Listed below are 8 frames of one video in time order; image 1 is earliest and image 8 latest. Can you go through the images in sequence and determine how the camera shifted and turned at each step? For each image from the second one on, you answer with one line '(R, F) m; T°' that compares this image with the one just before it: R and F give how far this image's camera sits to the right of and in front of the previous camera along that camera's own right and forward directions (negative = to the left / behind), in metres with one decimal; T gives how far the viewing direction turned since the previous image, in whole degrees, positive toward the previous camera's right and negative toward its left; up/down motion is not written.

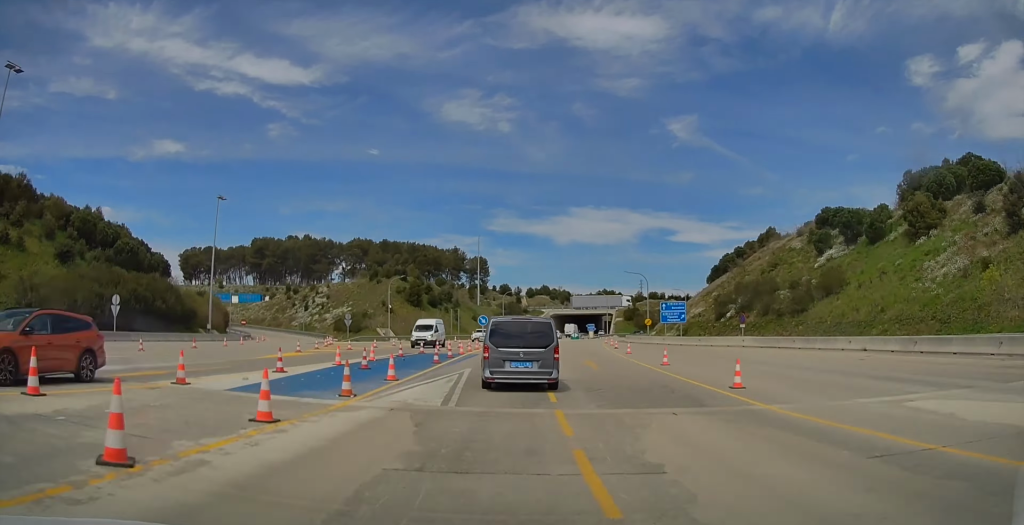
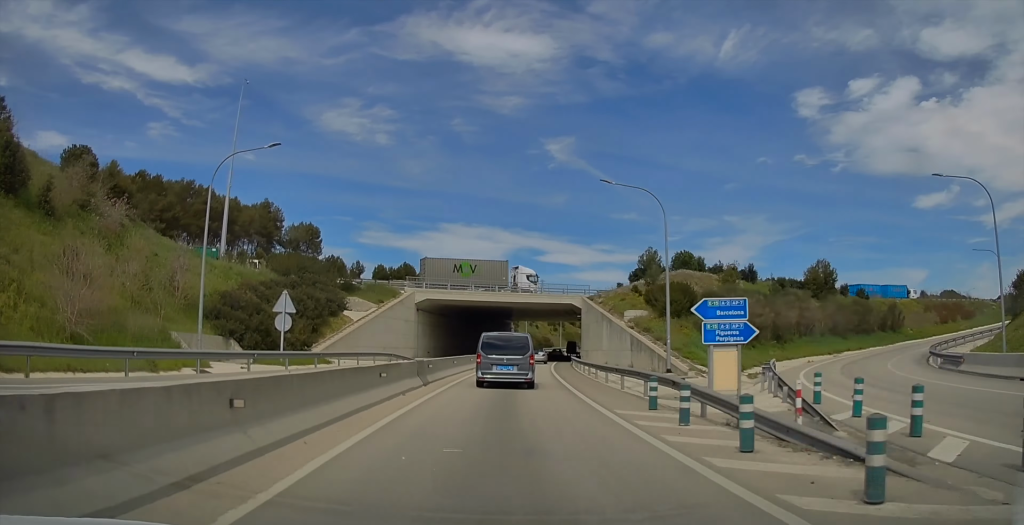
(+8.0, +92.4) m; +13°
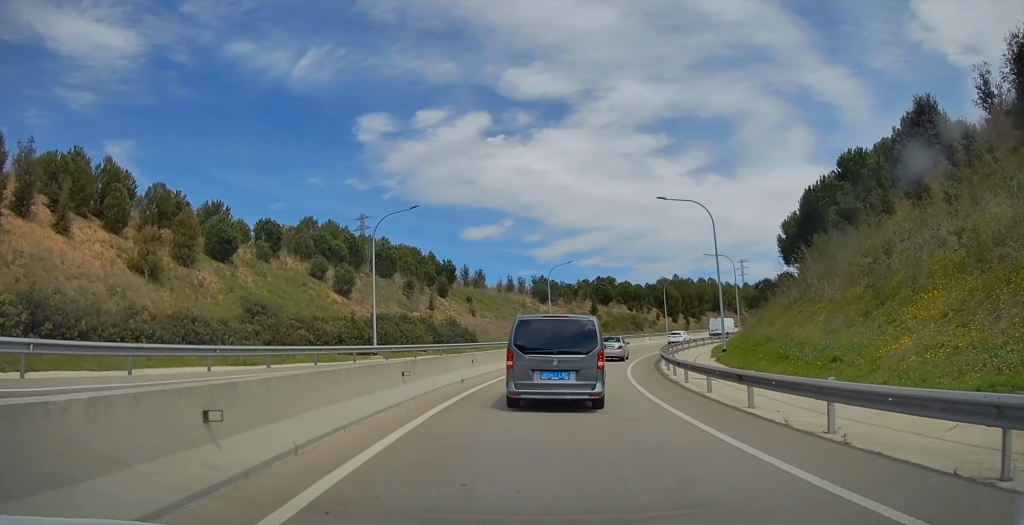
(+62.1, +219.6) m; +43°
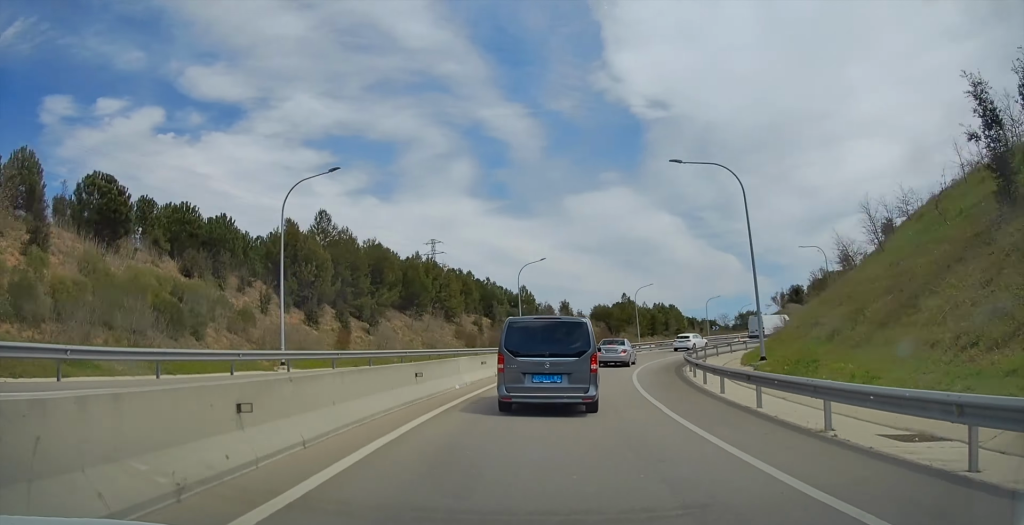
(+27.0, +48.6) m; +44°
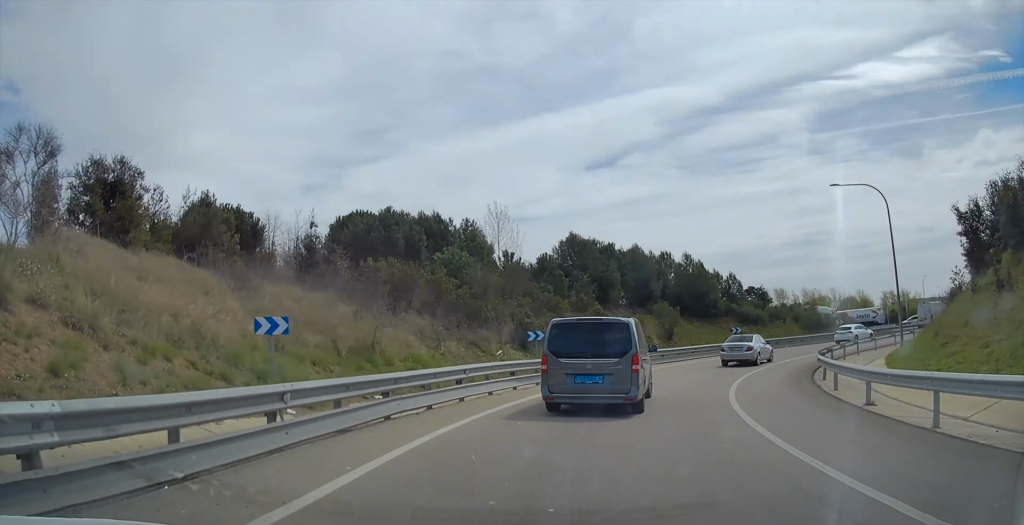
(+37.7, +52.3) m; +78°
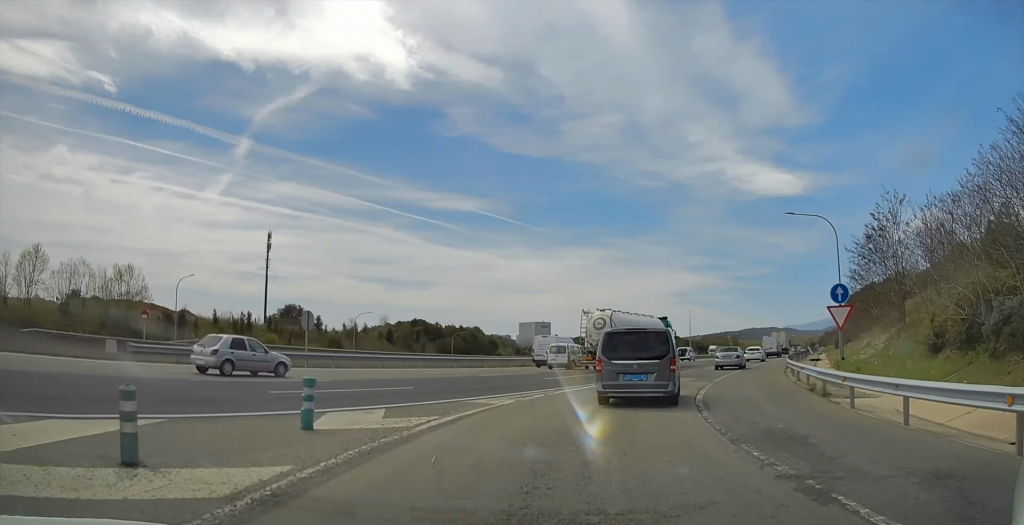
(+46.9, +52.4) m; +54°
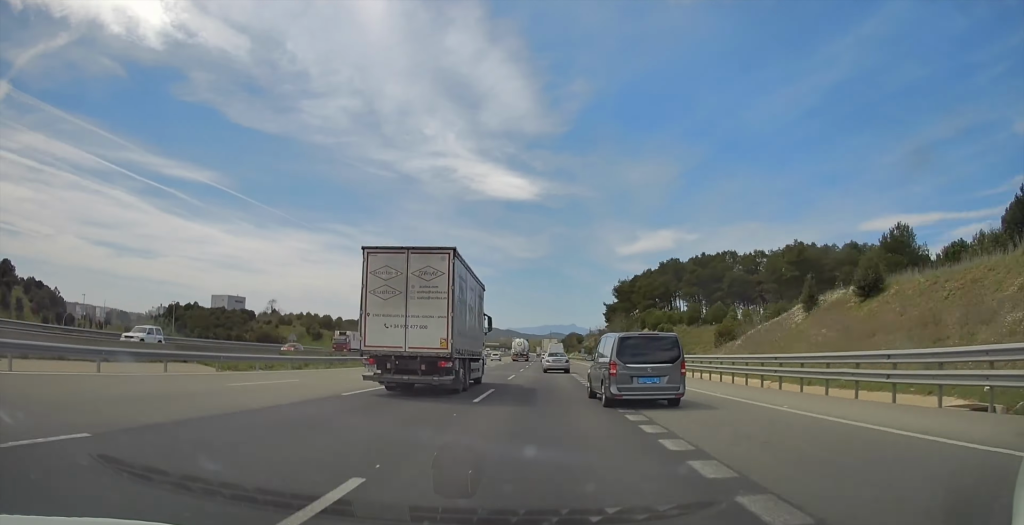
(+38.8, +125.0) m; +19°
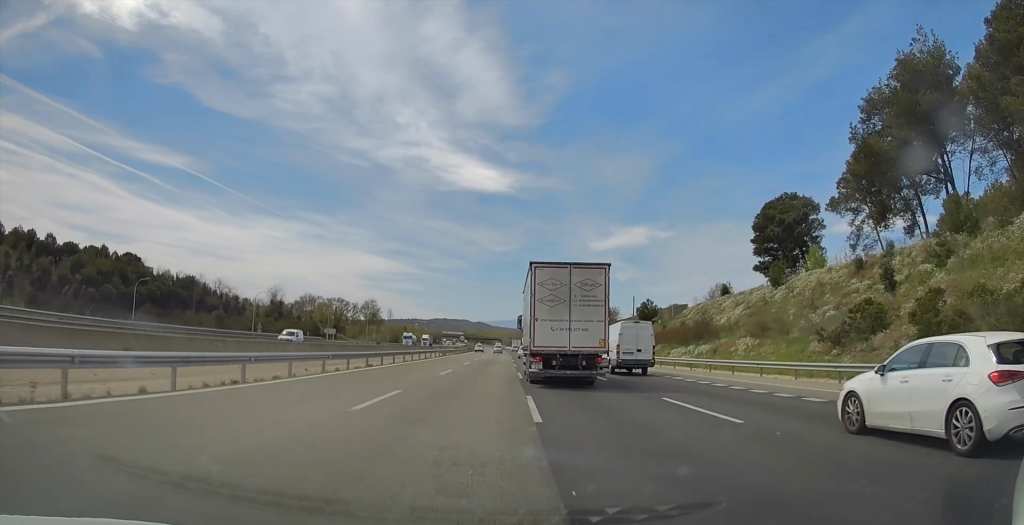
(+7.9, +174.6) m; +2°
